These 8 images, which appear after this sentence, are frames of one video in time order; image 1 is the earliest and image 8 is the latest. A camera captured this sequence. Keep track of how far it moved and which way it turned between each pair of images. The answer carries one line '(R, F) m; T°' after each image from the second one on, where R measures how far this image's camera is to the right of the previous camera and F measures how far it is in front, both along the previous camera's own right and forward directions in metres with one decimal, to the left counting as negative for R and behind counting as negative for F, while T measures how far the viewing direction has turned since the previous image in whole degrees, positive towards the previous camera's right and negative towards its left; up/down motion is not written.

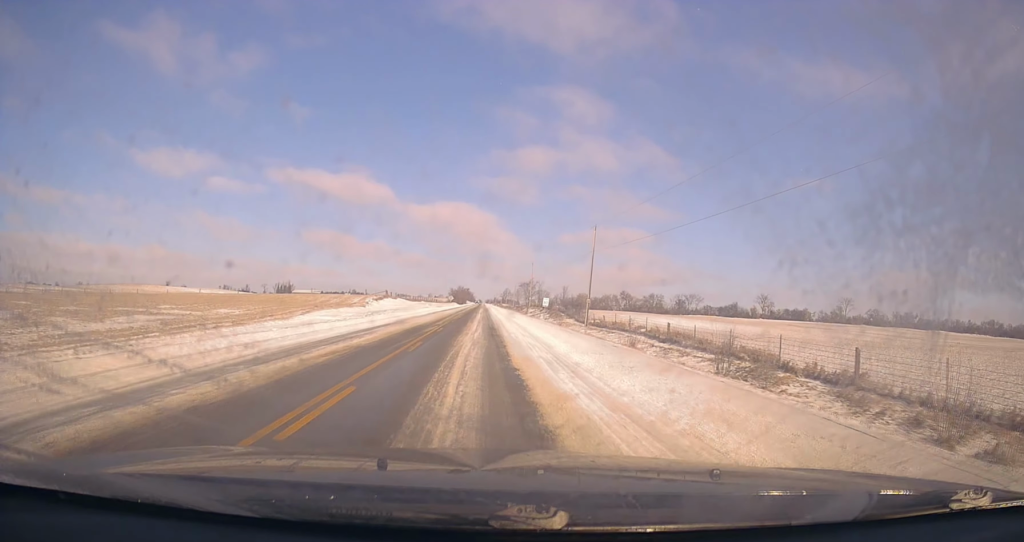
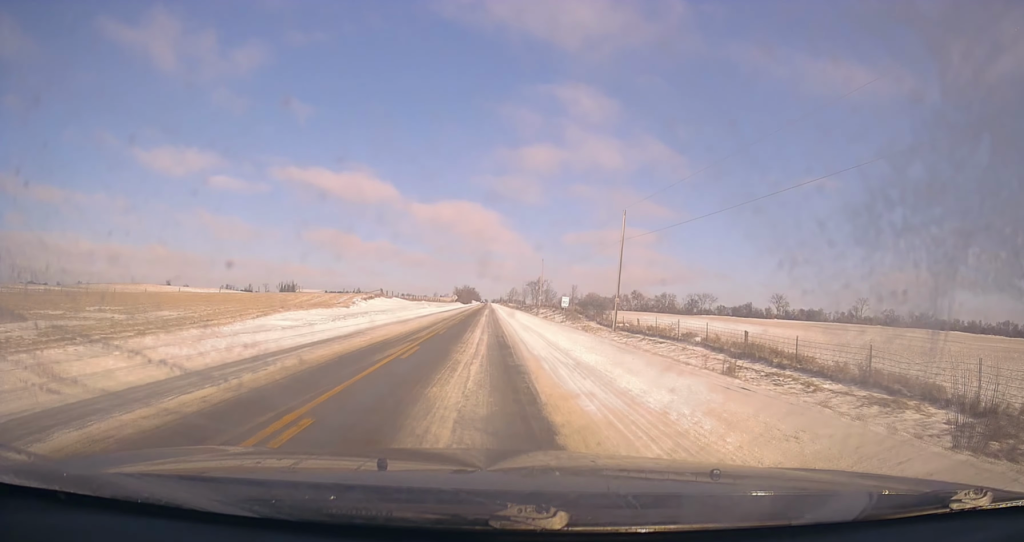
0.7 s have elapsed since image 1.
(+0.1, +10.4) m; 0°
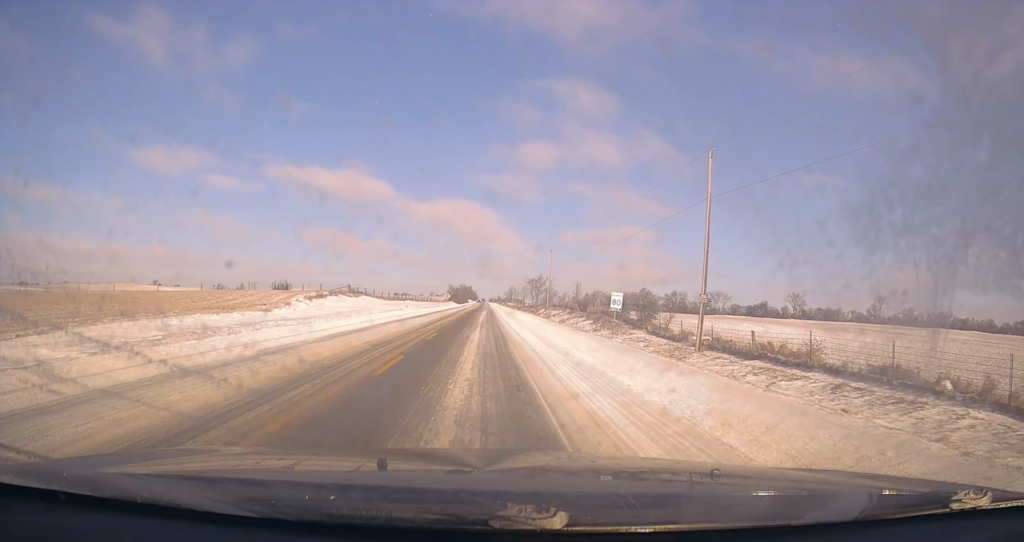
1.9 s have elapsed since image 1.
(-0.4, +20.9) m; -1°
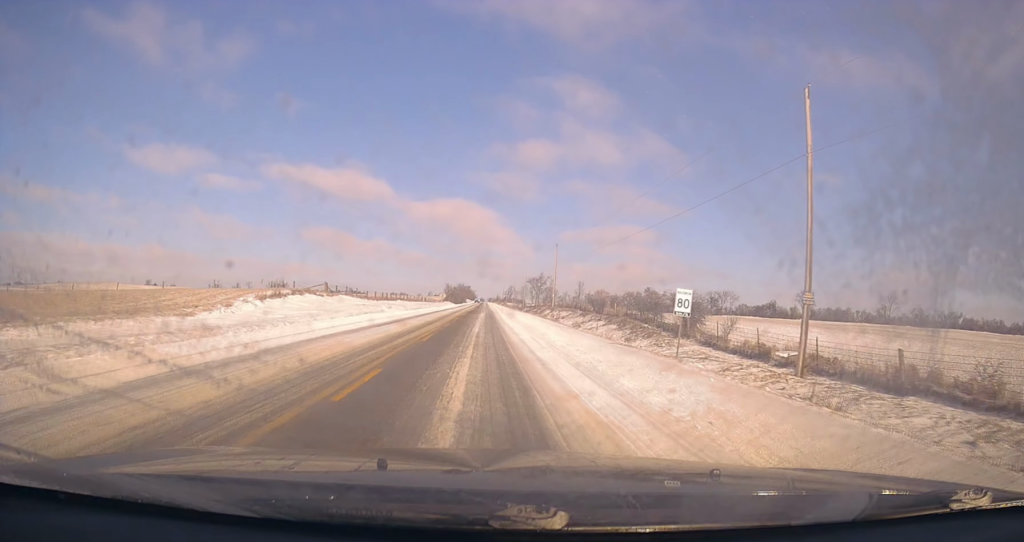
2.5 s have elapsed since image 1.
(0.0, +10.6) m; 0°
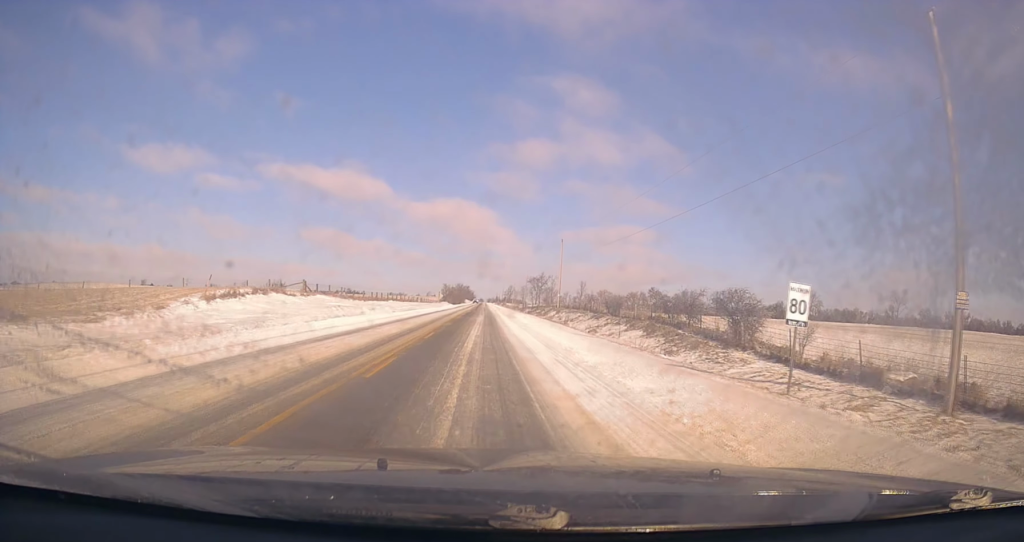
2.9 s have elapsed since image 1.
(0.0, +7.4) m; +1°
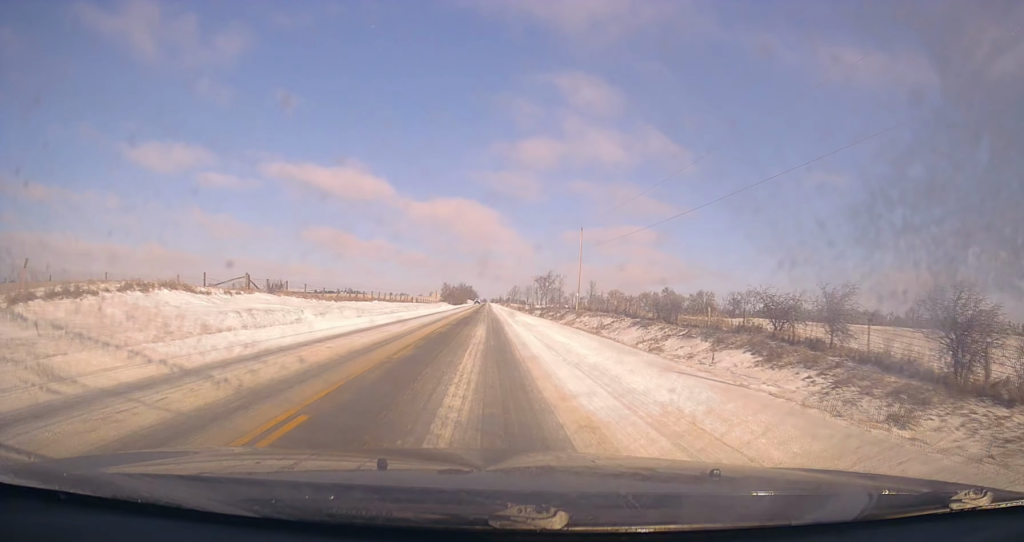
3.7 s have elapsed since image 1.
(+0.1, +15.0) m; +1°
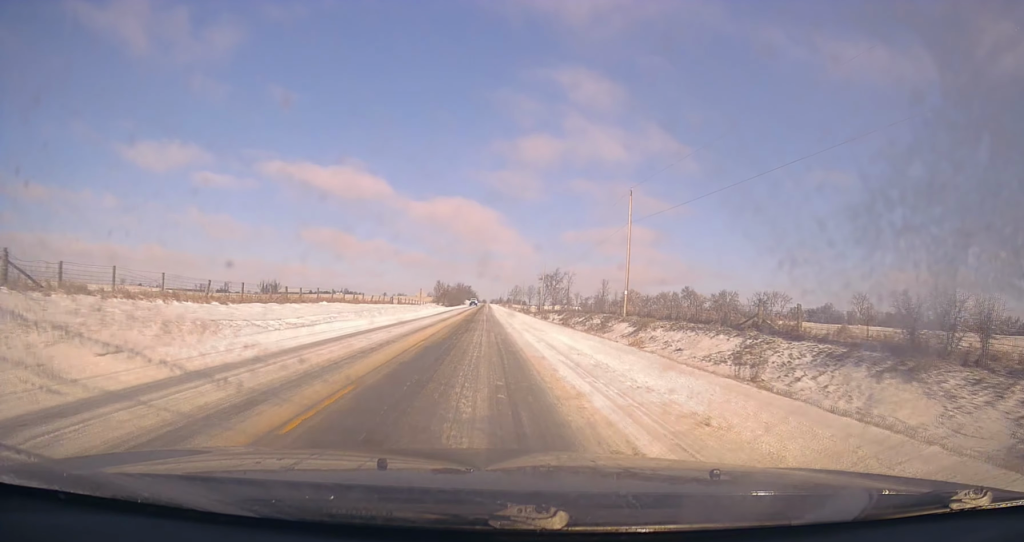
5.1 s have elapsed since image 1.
(-0.2, +25.5) m; -2°
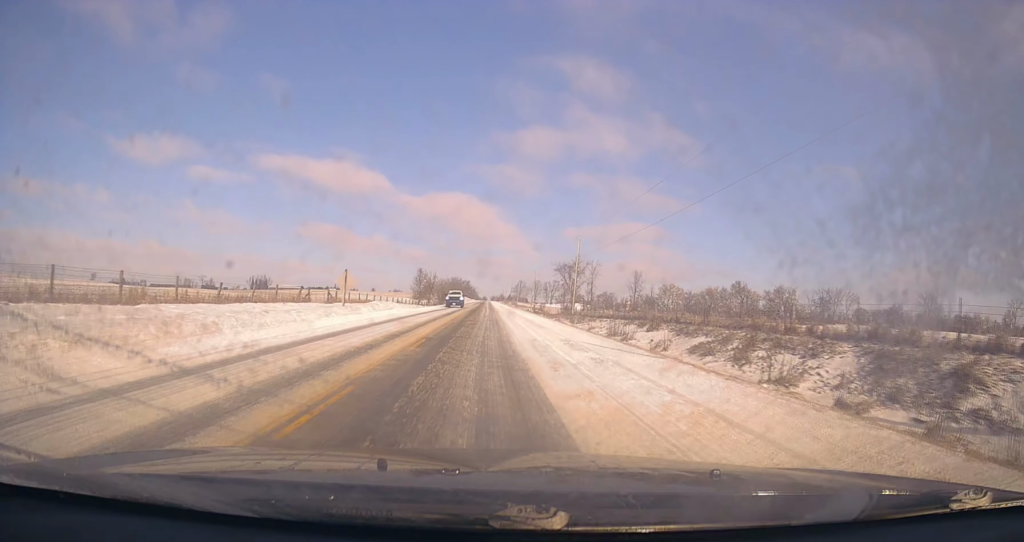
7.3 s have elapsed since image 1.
(+0.6, +44.0) m; +1°
